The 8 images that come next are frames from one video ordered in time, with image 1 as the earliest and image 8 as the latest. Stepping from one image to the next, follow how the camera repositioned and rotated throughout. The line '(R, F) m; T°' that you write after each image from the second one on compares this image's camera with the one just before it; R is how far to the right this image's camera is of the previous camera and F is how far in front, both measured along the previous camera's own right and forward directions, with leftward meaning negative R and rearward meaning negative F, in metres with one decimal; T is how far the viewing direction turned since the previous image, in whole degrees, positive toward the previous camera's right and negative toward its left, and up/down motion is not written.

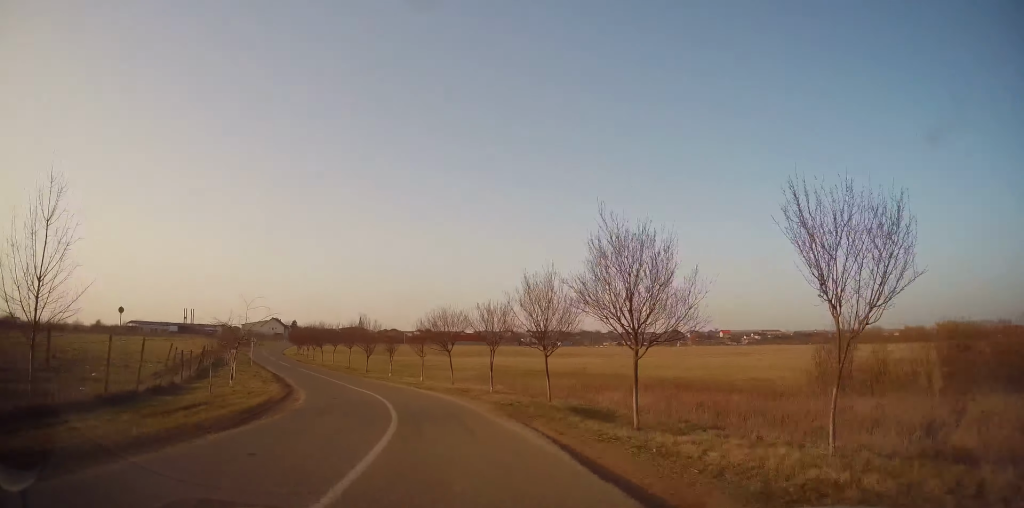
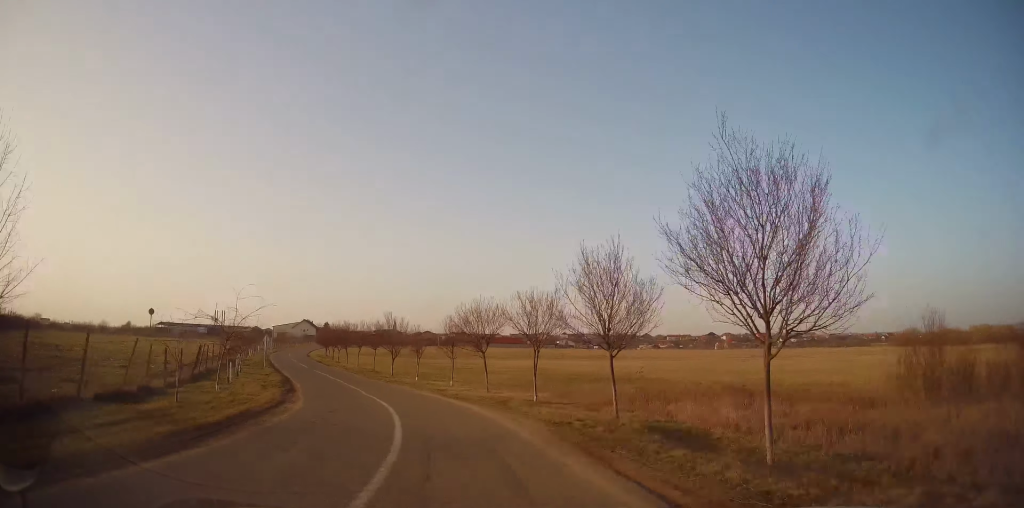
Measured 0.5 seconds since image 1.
(-0.3, +3.6) m; -2°
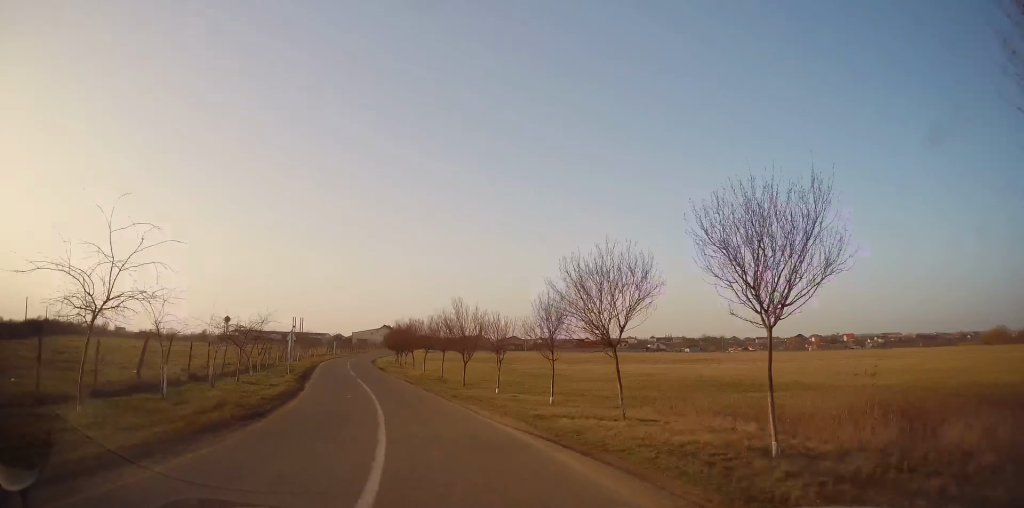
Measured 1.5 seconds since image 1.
(-0.2, +9.4) m; -7°
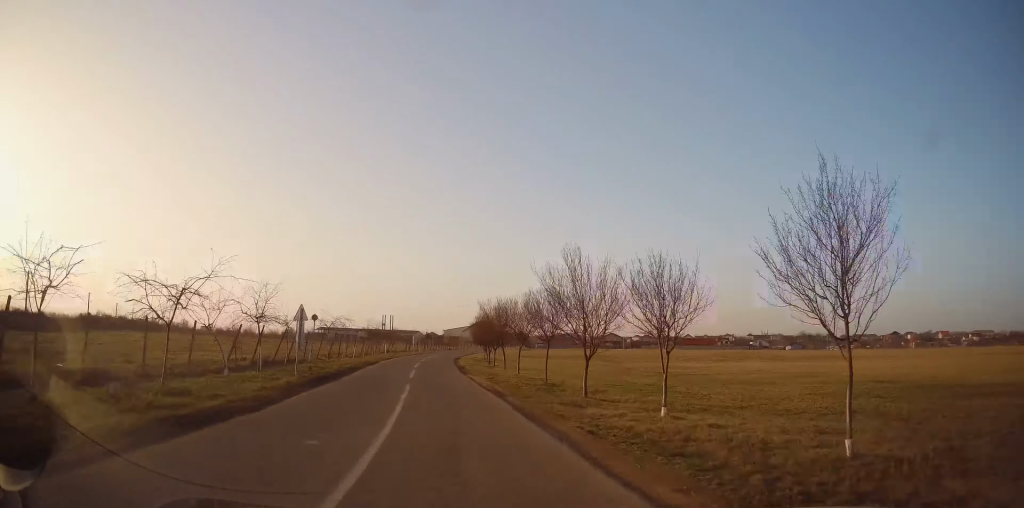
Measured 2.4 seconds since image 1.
(-0.8, +10.2) m; -10°
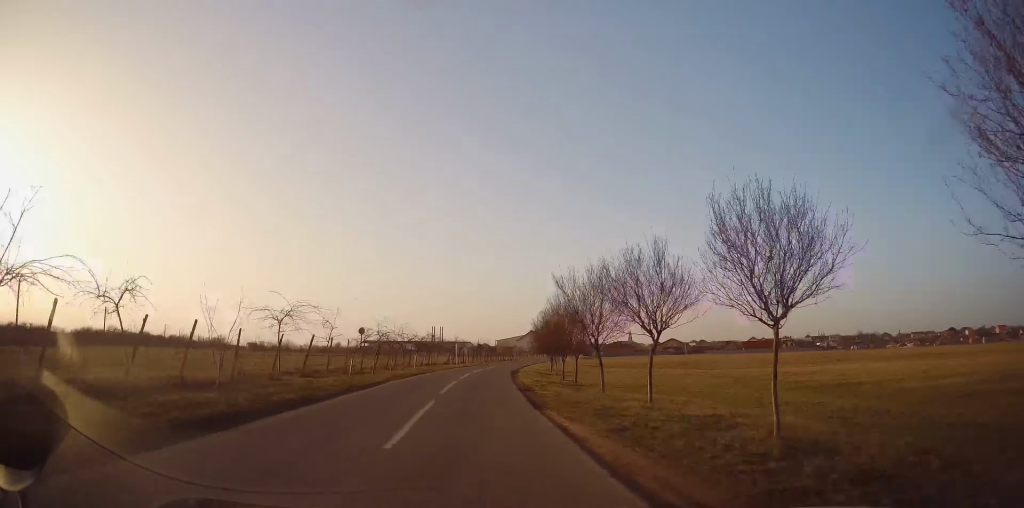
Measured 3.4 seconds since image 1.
(-1.5, +14.1) m; -8°
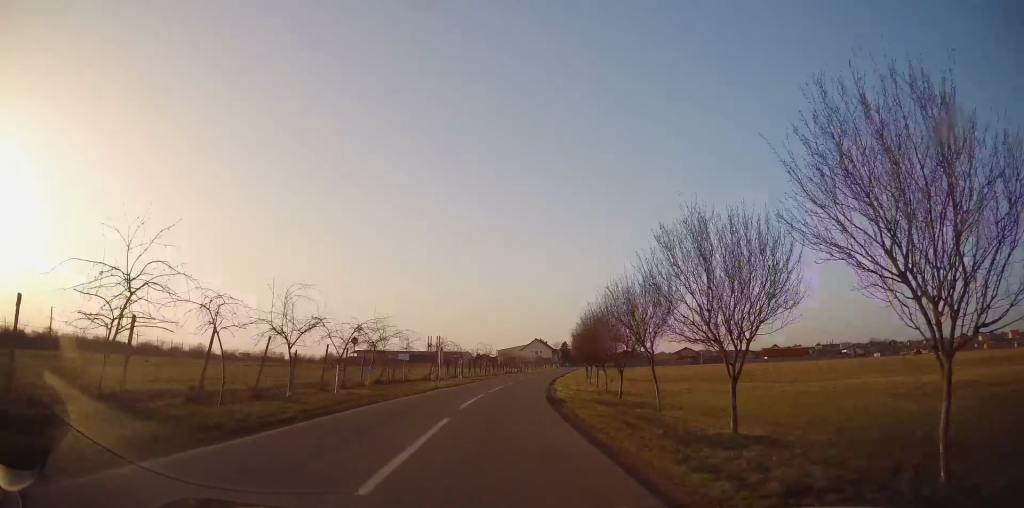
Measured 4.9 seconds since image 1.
(-0.7, +21.6) m; -3°
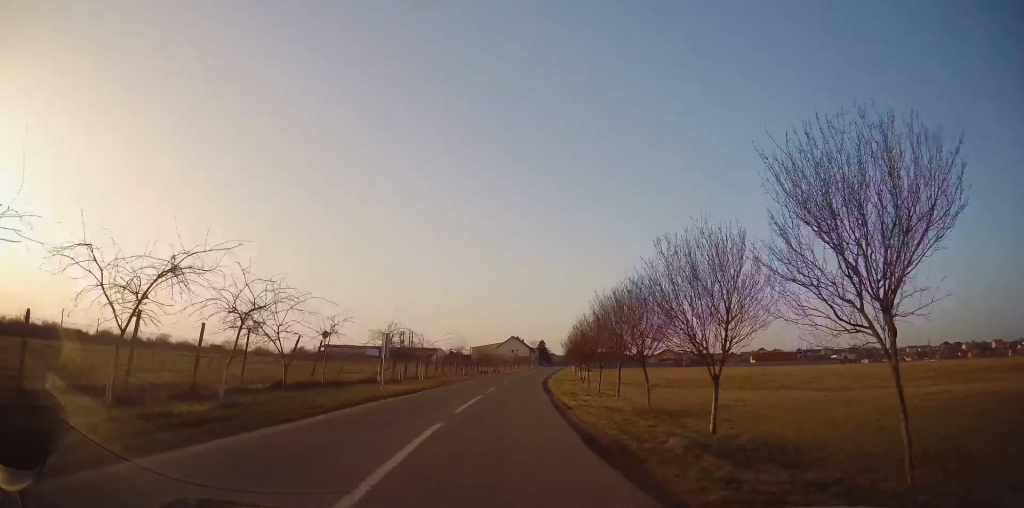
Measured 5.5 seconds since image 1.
(-0.3, +11.0) m; 0°
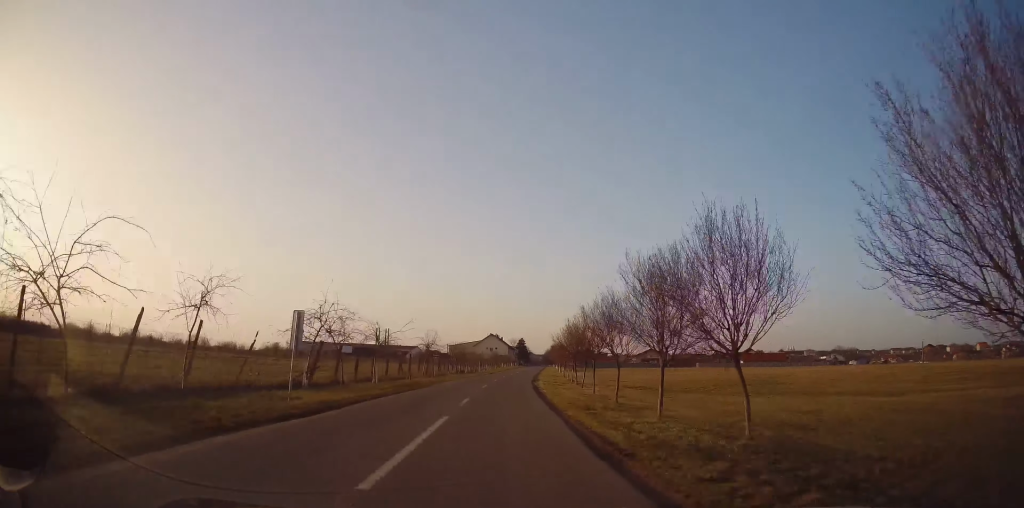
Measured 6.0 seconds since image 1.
(0.0, +8.0) m; +1°
